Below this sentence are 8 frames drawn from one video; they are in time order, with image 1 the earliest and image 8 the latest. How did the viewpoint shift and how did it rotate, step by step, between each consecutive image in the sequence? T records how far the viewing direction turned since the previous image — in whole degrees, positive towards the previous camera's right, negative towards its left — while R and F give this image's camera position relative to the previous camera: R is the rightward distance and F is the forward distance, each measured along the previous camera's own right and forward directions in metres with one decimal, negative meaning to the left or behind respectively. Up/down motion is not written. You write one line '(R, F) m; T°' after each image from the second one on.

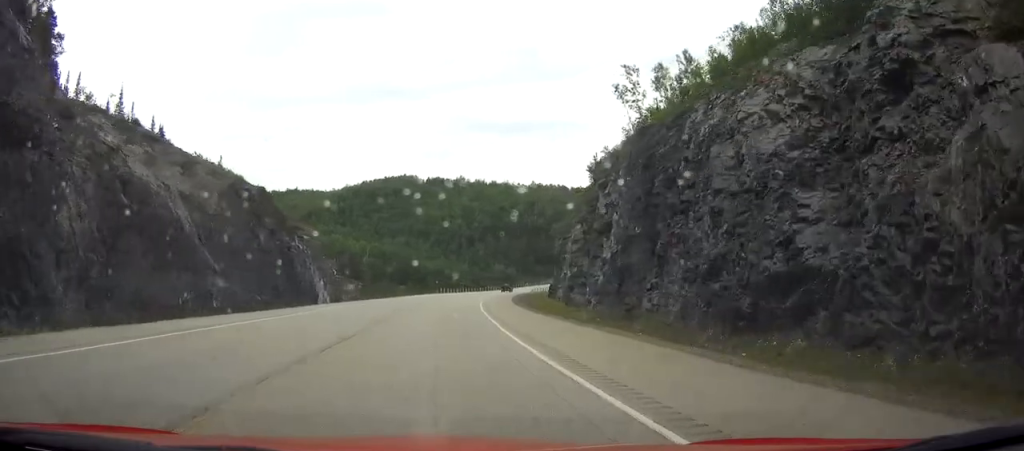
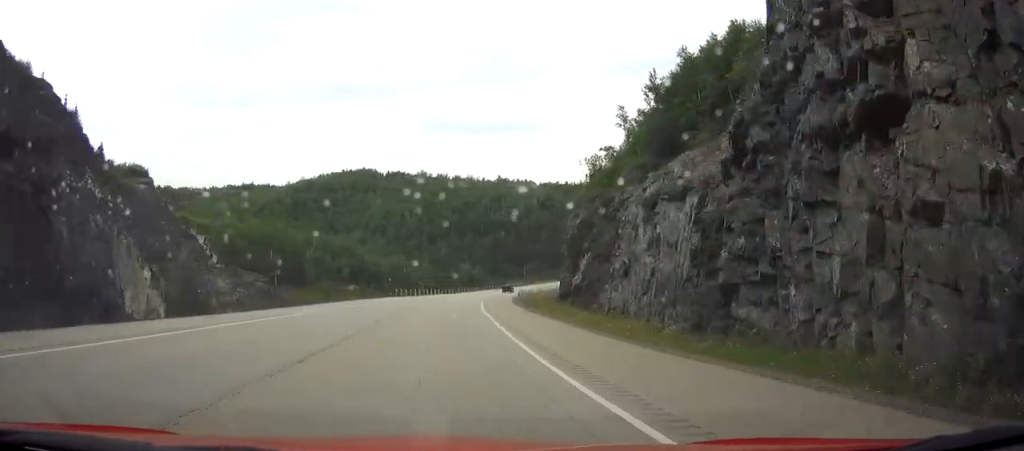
(0.0, +35.8) m; 0°
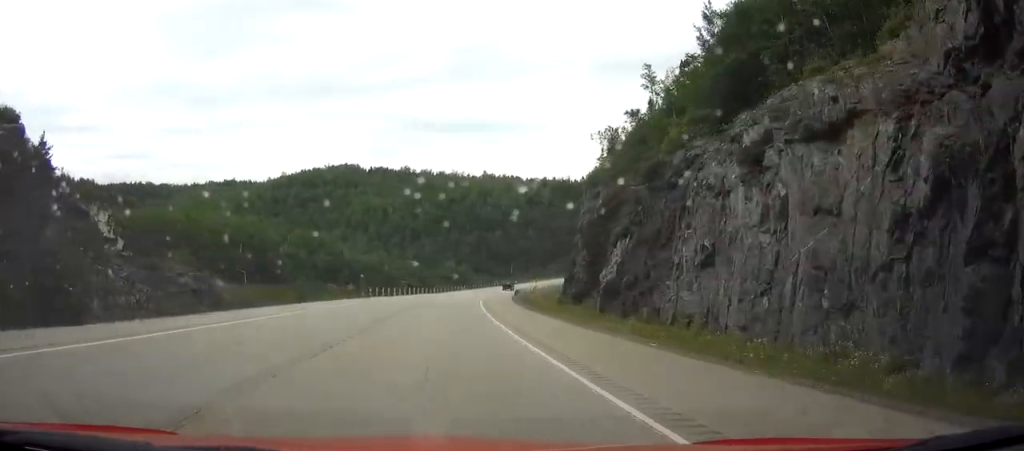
(0.0, +14.4) m; 0°
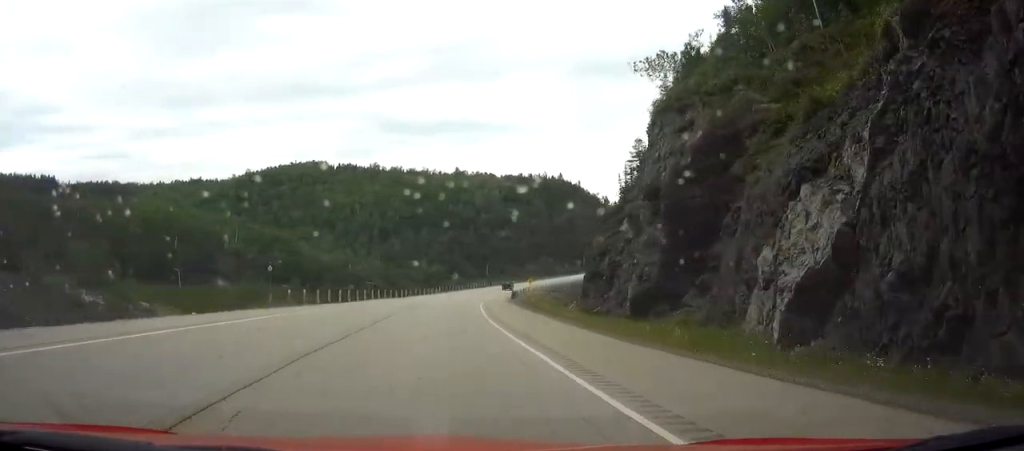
(0.0, +25.3) m; 0°
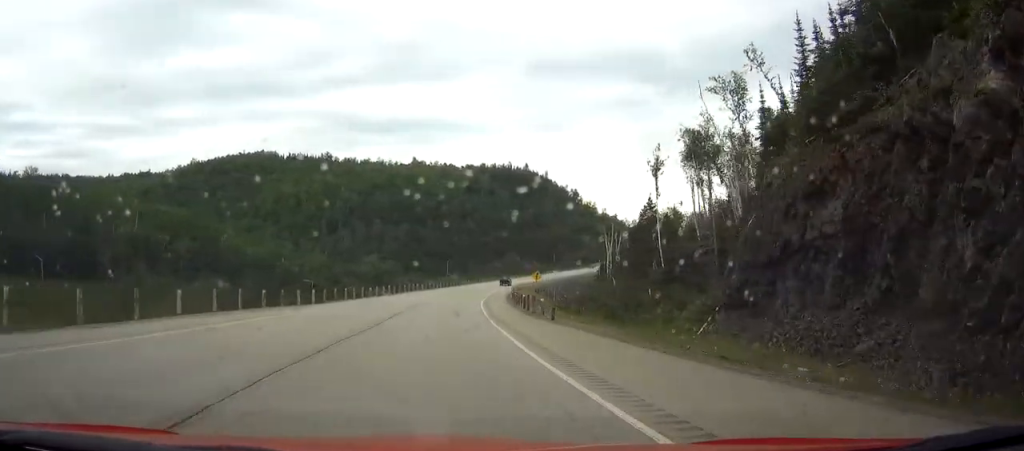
(0.0, +38.2) m; 0°
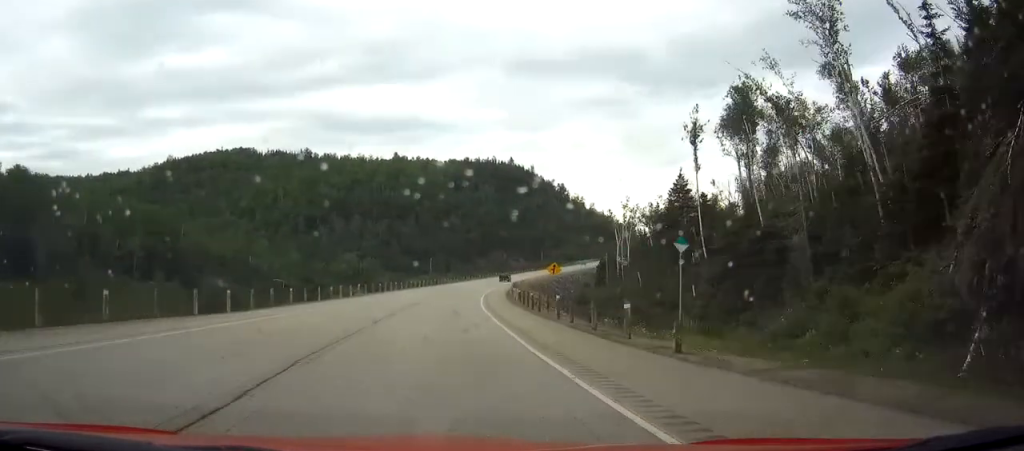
(0.0, +15.6) m; 0°
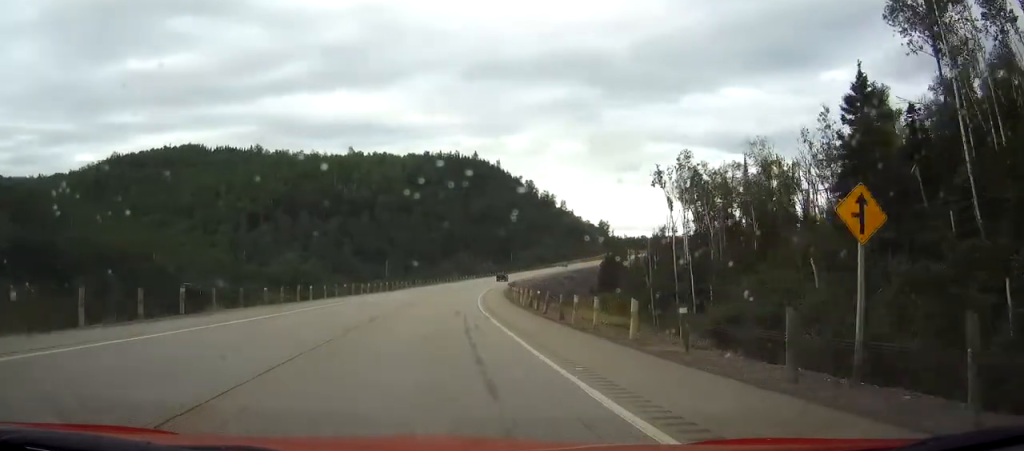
(0.0, +35.9) m; 0°
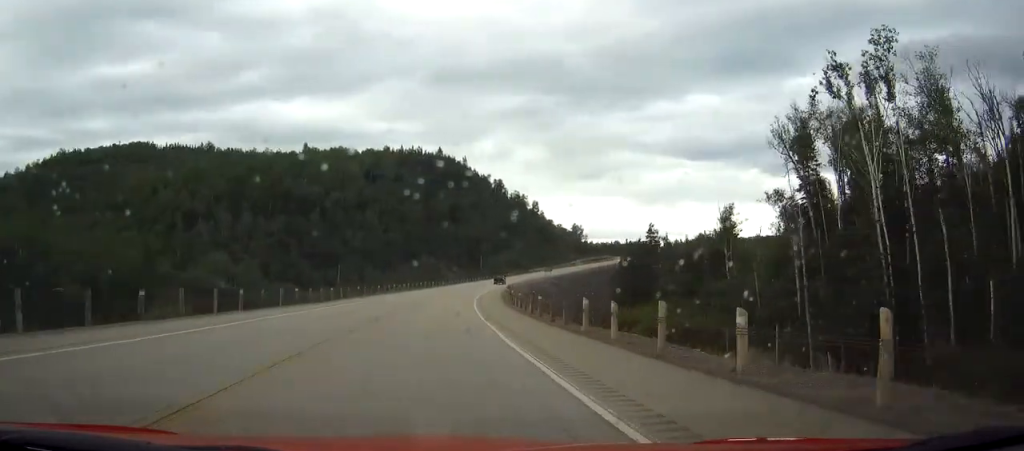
(0.0, +34.4) m; 0°
